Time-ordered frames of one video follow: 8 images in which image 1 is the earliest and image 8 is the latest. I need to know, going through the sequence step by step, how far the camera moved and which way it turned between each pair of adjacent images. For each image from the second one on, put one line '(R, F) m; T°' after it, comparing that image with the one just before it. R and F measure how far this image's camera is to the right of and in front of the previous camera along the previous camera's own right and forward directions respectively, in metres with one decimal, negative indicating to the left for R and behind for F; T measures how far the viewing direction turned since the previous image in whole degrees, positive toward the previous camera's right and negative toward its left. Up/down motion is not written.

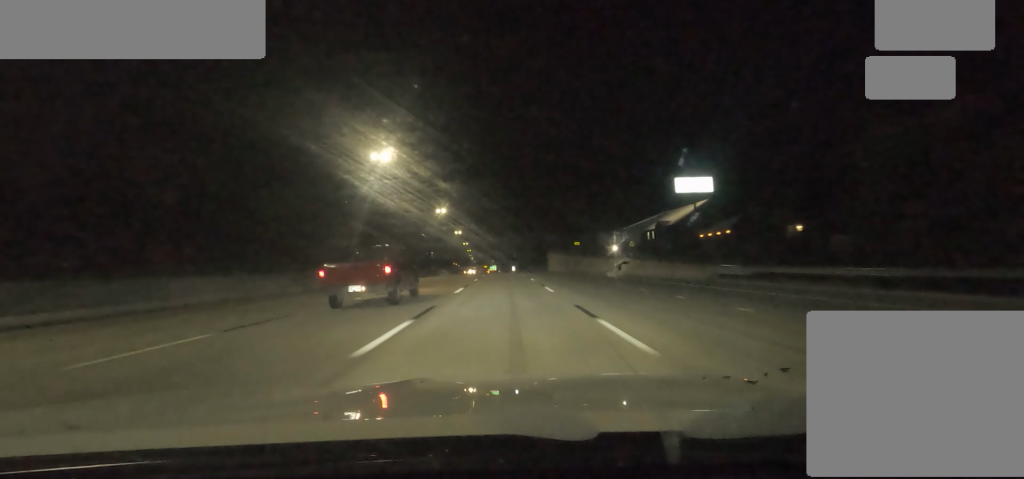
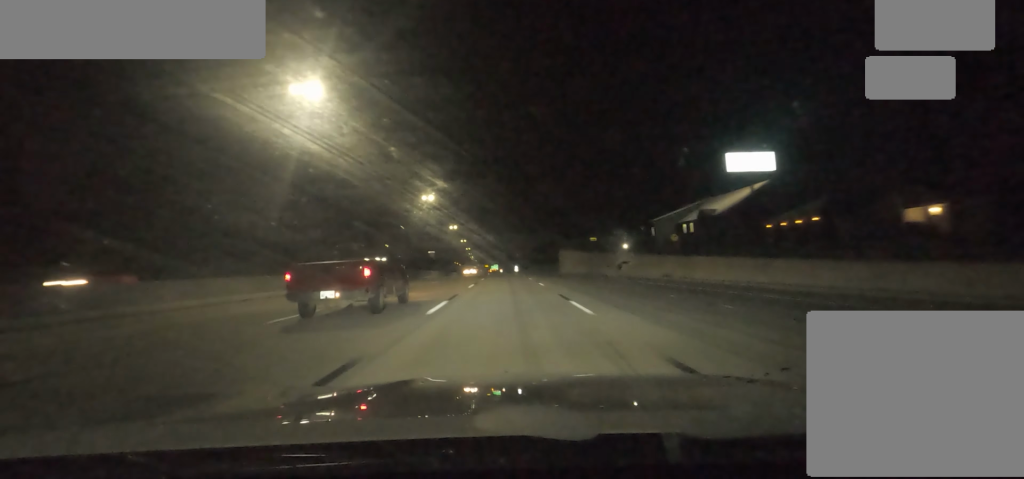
(-1.2, +21.6) m; 0°
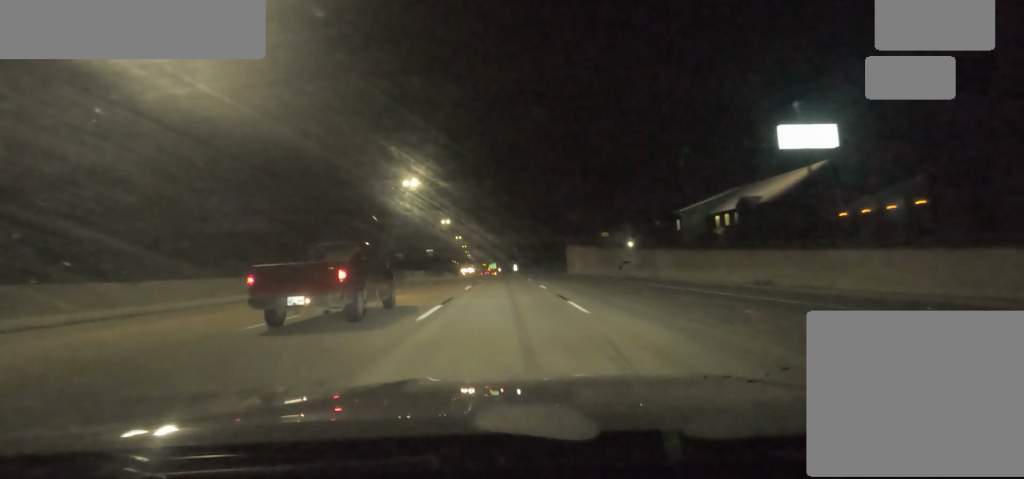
(+0.2, +14.2) m; 0°
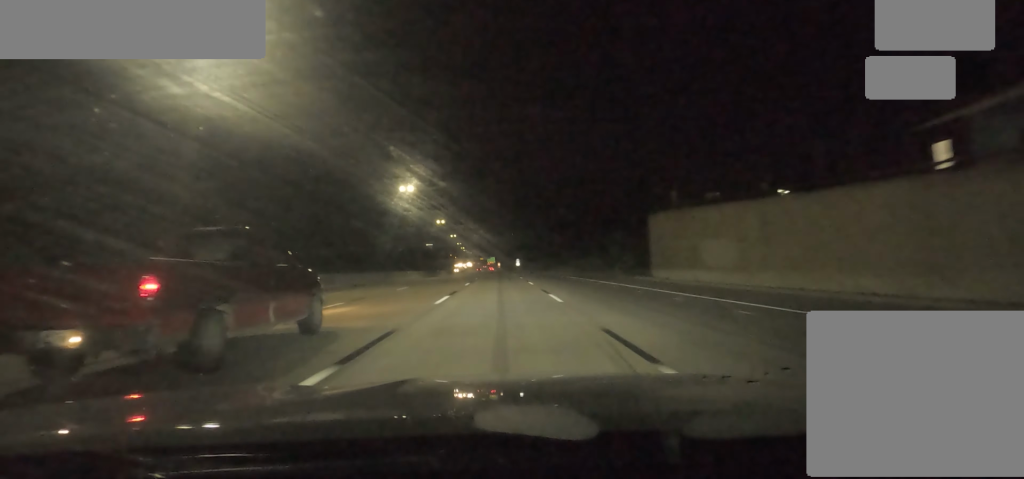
(-0.7, +50.2) m; -3°
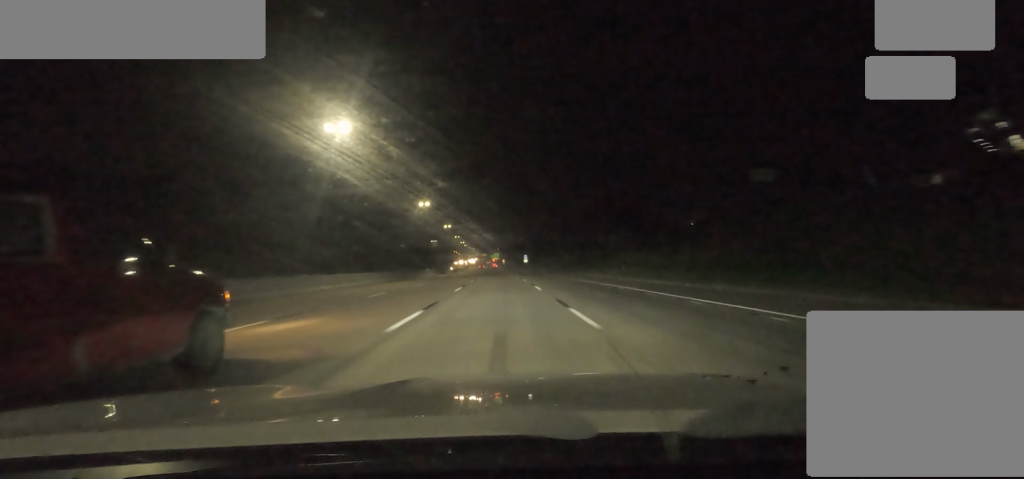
(+0.8, +33.7) m; +3°
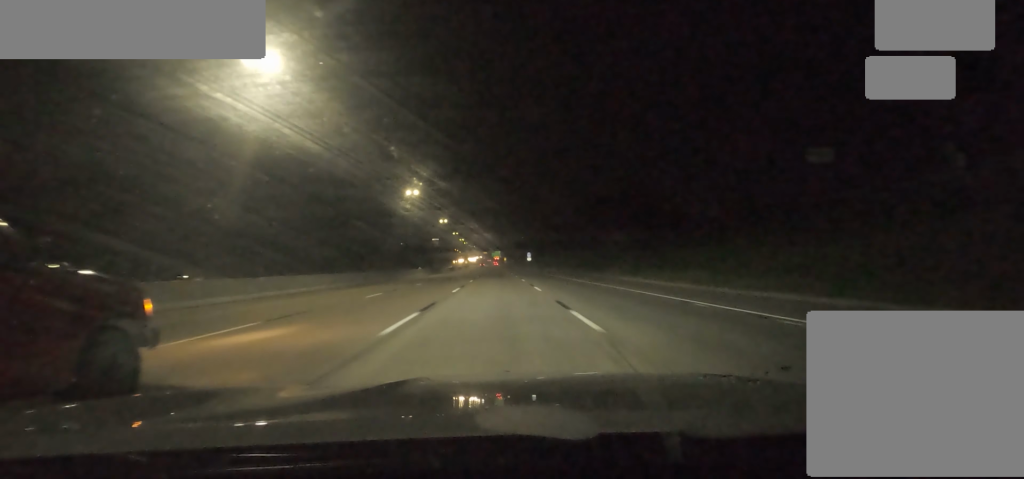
(+0.7, +13.7) m; 0°
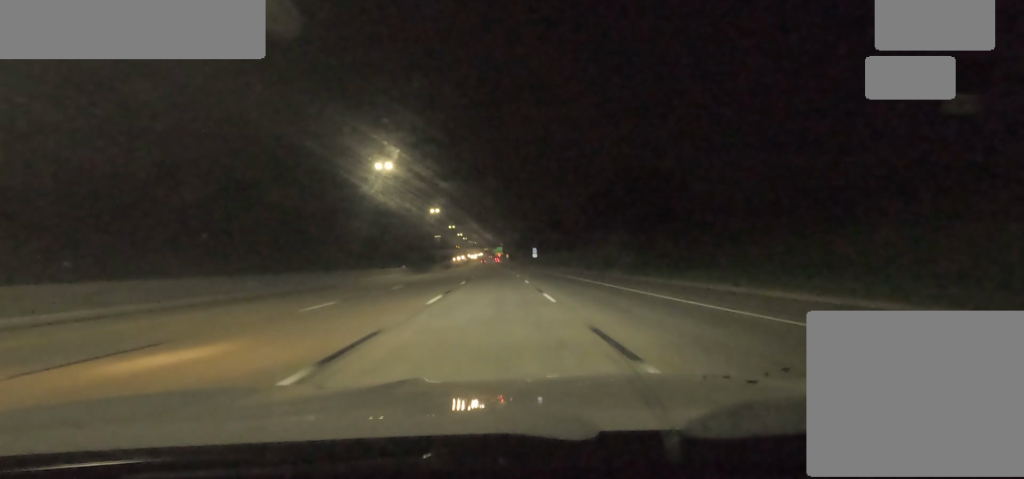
(-0.5, +20.7) m; -2°
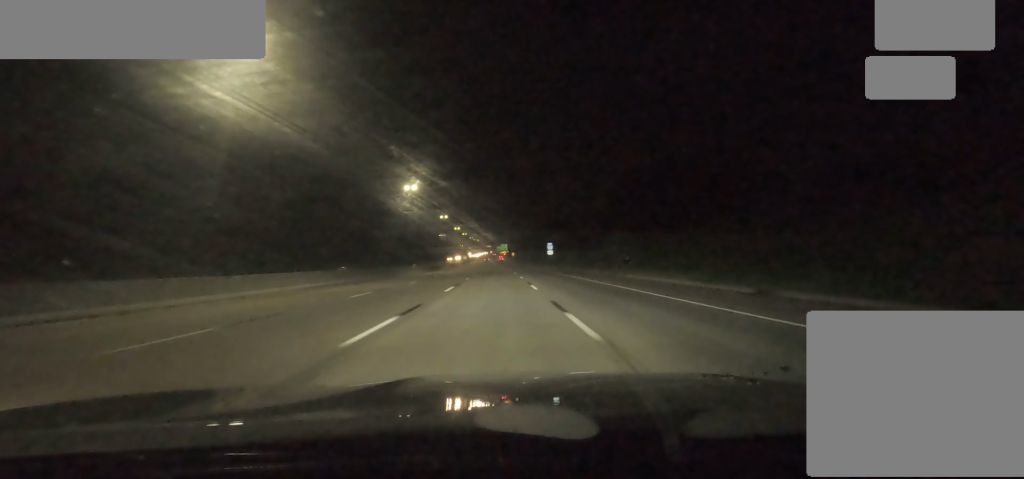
(-0.8, +35.3) m; -1°
